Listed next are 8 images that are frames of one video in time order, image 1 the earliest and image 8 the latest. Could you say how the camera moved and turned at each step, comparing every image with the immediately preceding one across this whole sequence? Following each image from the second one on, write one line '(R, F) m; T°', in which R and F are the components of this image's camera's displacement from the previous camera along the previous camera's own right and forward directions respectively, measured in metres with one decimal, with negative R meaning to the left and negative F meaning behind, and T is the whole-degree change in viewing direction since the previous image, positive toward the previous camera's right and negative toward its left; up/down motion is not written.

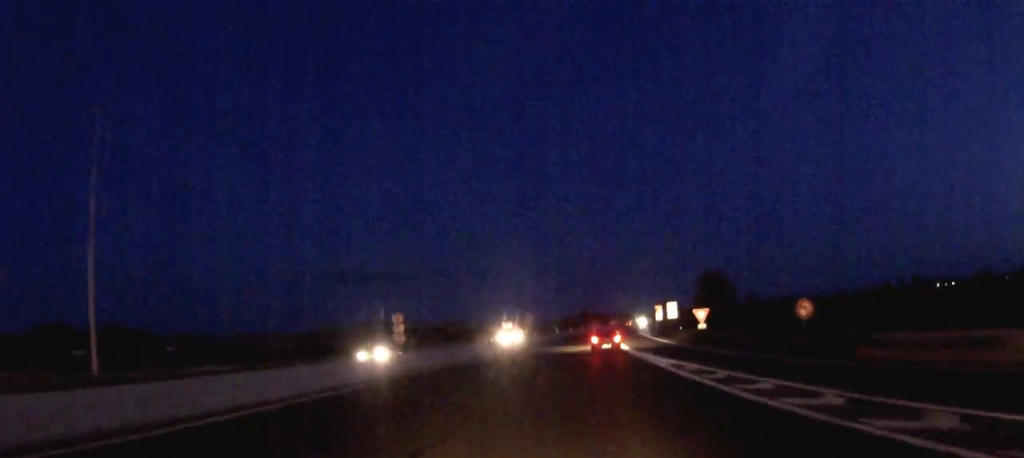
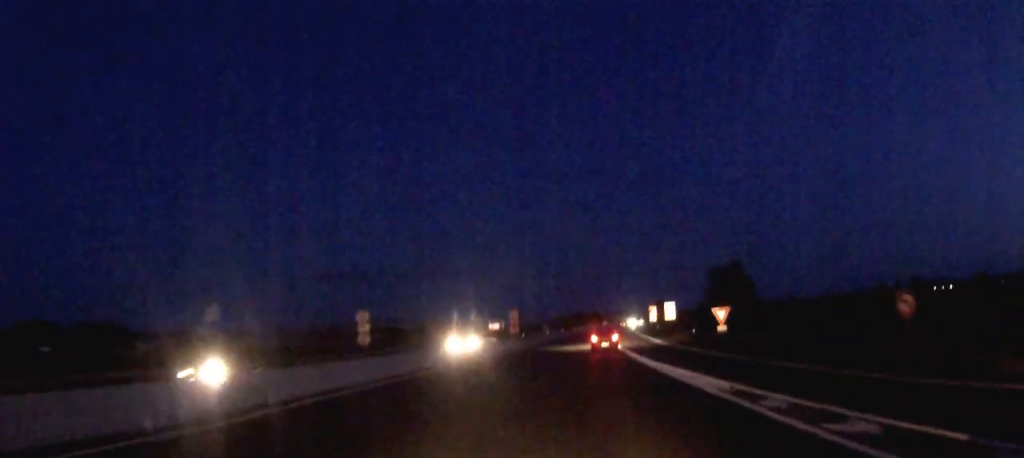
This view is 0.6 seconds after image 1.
(0.0, +11.6) m; +1°
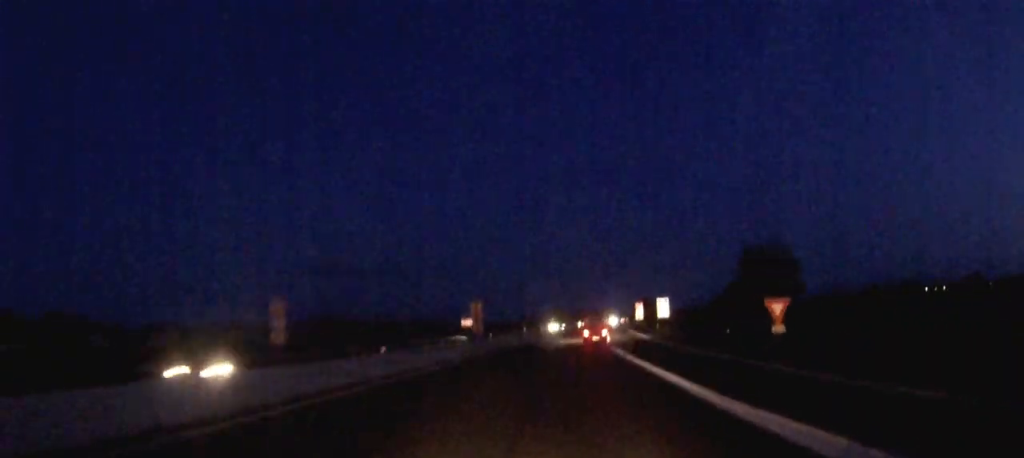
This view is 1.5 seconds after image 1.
(+0.4, +18.6) m; +1°
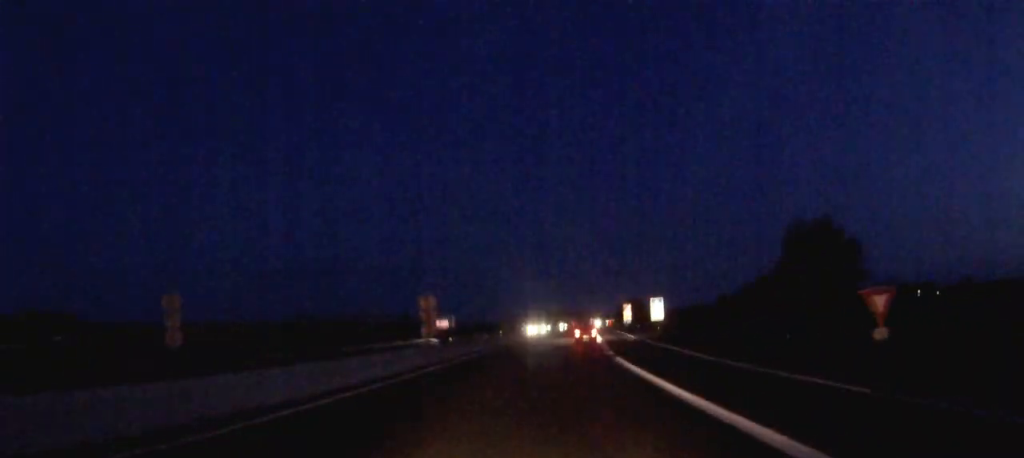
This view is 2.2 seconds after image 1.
(+0.1, +14.3) m; +1°
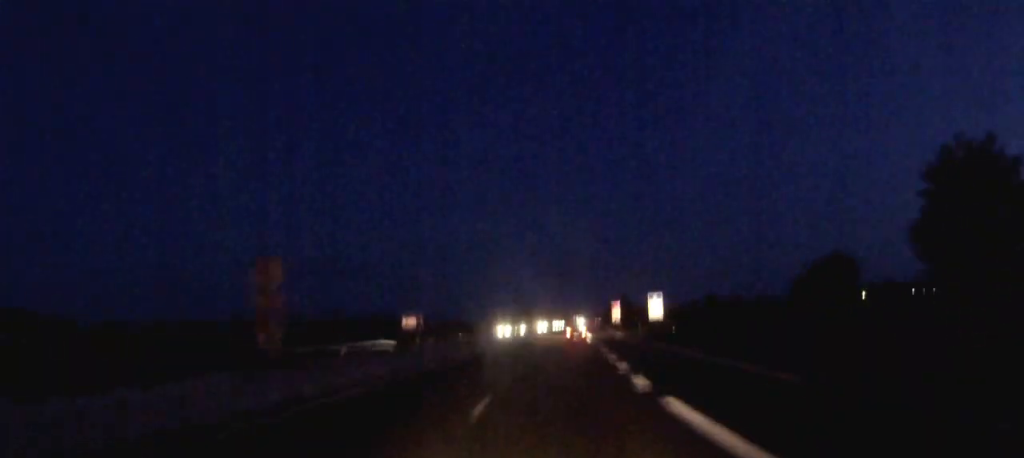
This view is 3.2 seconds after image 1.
(+0.1, +19.4) m; +1°
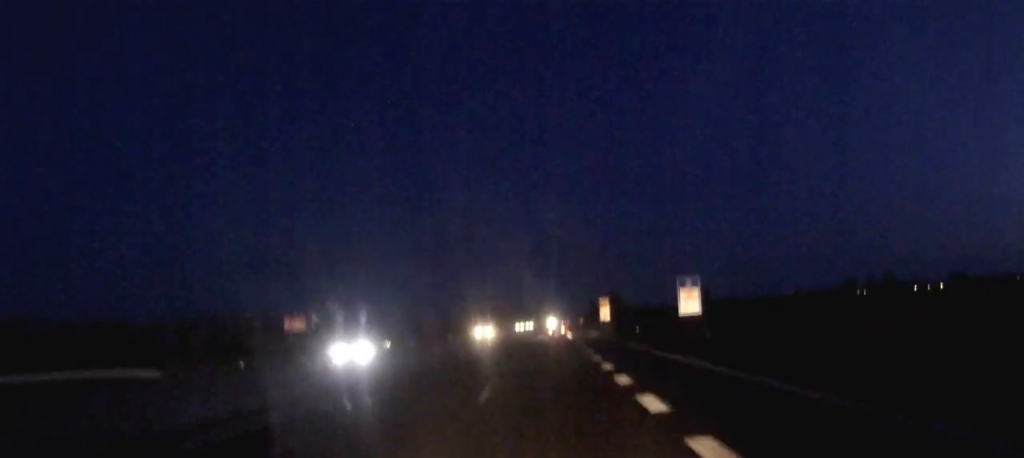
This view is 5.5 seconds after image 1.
(+0.4, +49.5) m; 0°
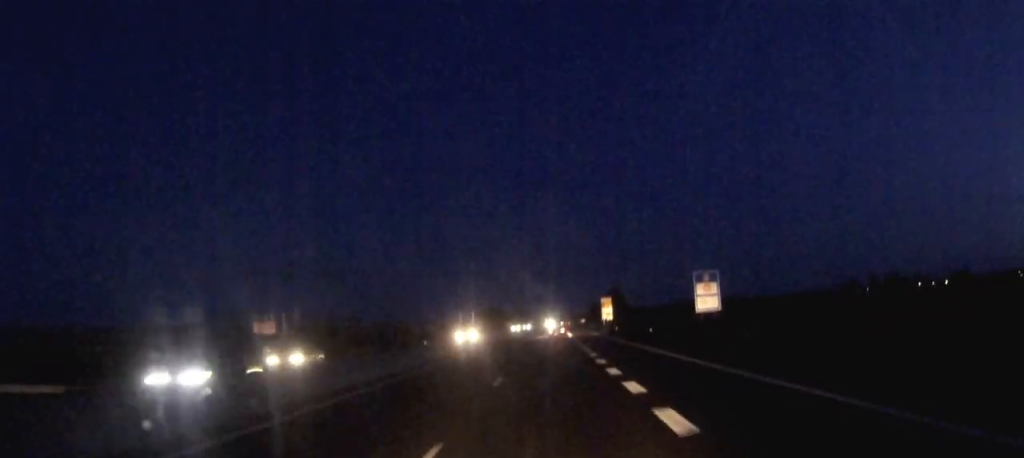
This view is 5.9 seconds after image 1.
(0.0, +9.3) m; 0°
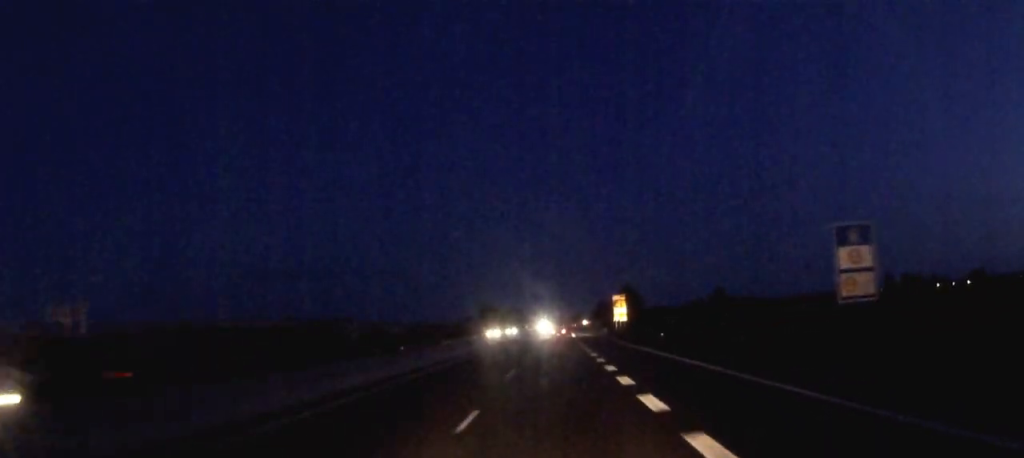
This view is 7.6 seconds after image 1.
(+0.2, +35.0) m; 0°
